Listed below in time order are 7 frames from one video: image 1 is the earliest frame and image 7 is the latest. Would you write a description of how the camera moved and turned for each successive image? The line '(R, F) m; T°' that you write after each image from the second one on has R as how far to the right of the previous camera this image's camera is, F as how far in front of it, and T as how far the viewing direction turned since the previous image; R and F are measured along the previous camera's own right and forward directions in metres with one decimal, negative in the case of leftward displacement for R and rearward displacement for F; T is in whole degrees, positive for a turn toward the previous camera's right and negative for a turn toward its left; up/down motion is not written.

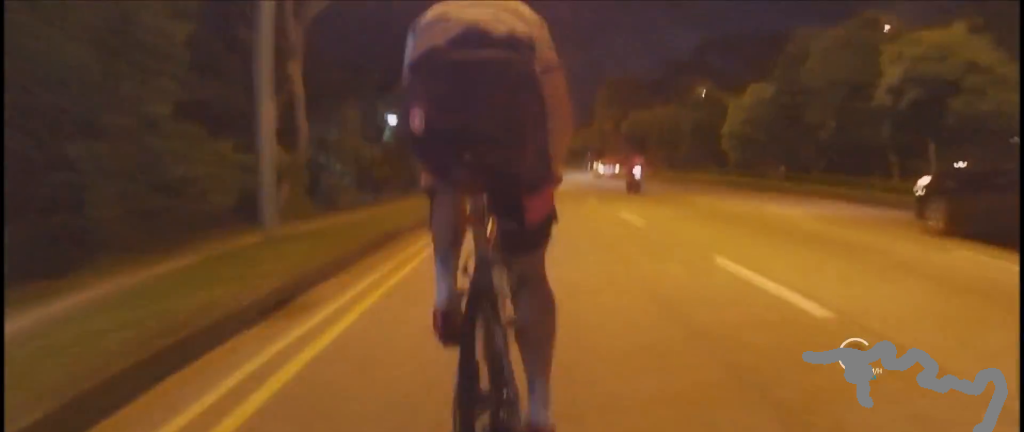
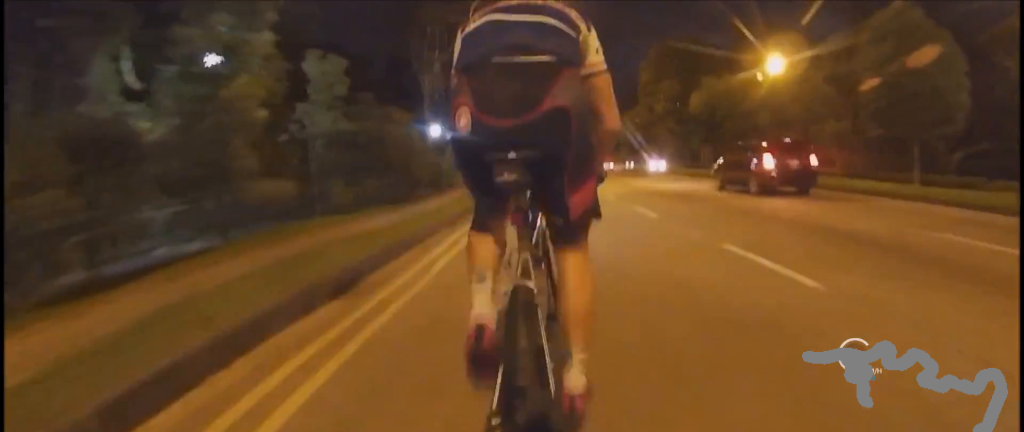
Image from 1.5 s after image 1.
(+1.1, +16.7) m; +7°
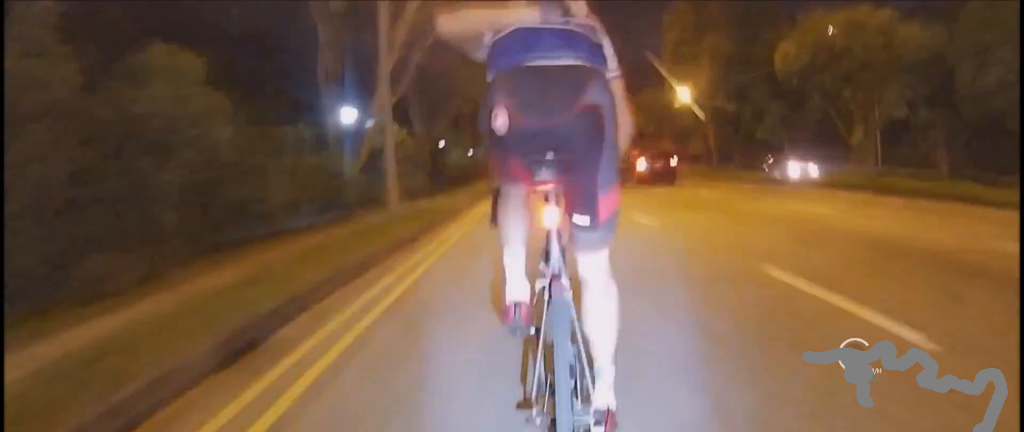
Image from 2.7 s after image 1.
(0.0, +13.5) m; 0°
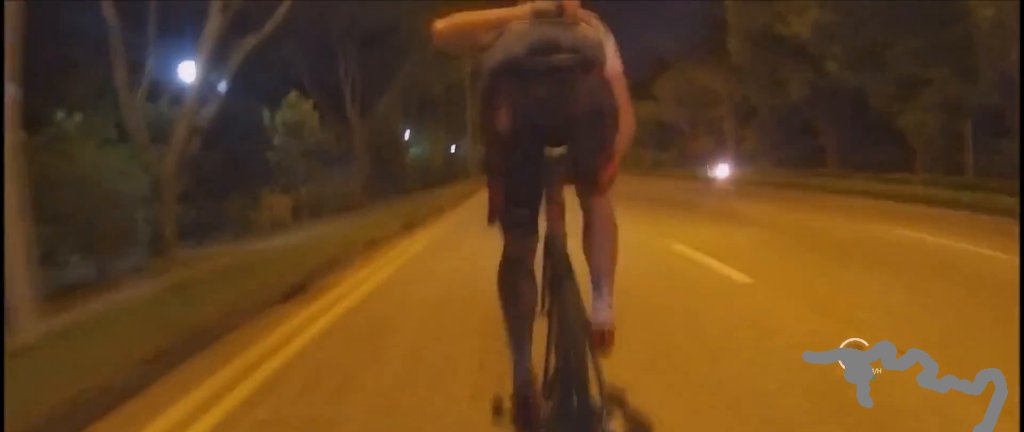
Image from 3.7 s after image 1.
(+0.2, +10.2) m; 0°
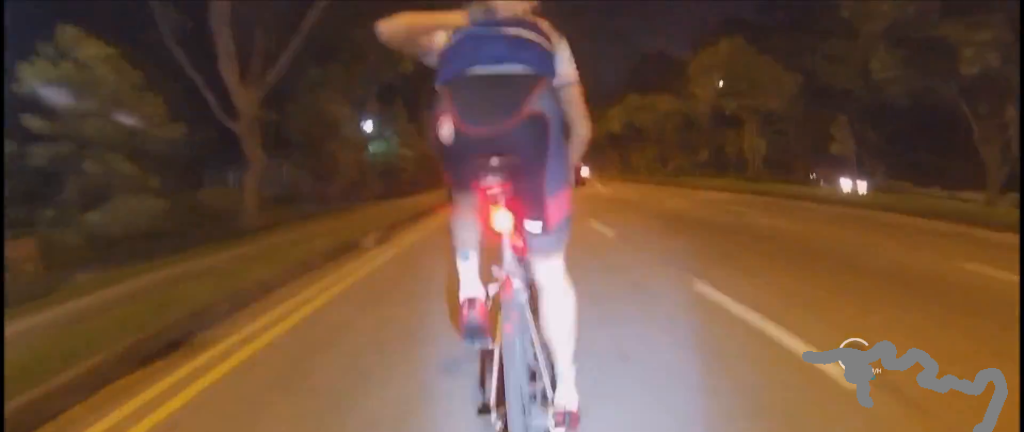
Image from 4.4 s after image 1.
(+0.1, +8.0) m; 0°
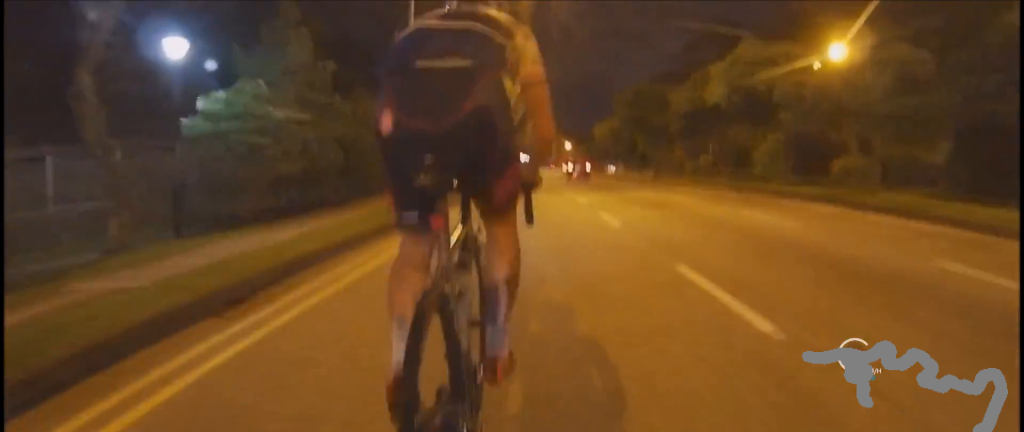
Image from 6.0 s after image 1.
(+0.2, +17.2) m; 0°
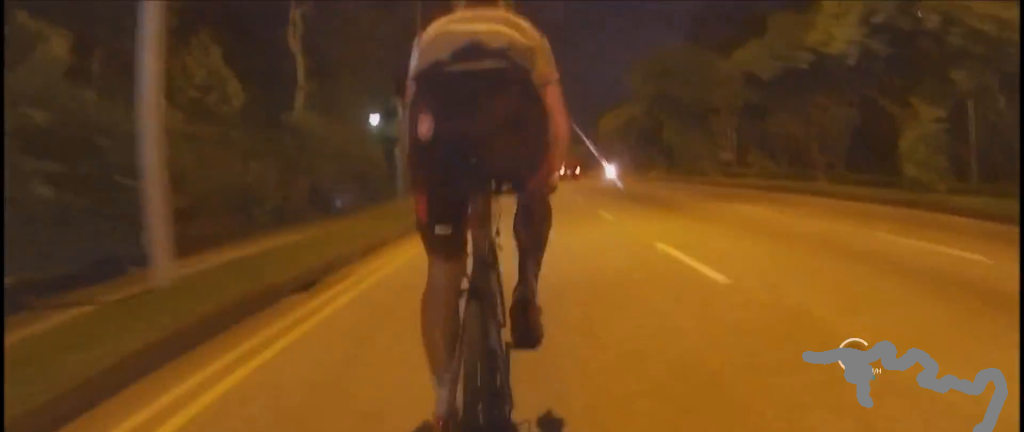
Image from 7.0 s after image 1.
(-0.9, +10.8) m; 0°
